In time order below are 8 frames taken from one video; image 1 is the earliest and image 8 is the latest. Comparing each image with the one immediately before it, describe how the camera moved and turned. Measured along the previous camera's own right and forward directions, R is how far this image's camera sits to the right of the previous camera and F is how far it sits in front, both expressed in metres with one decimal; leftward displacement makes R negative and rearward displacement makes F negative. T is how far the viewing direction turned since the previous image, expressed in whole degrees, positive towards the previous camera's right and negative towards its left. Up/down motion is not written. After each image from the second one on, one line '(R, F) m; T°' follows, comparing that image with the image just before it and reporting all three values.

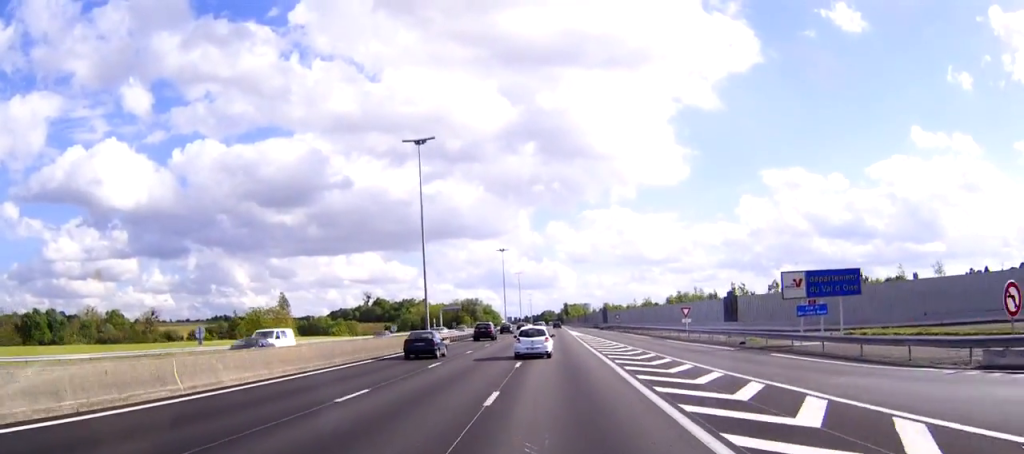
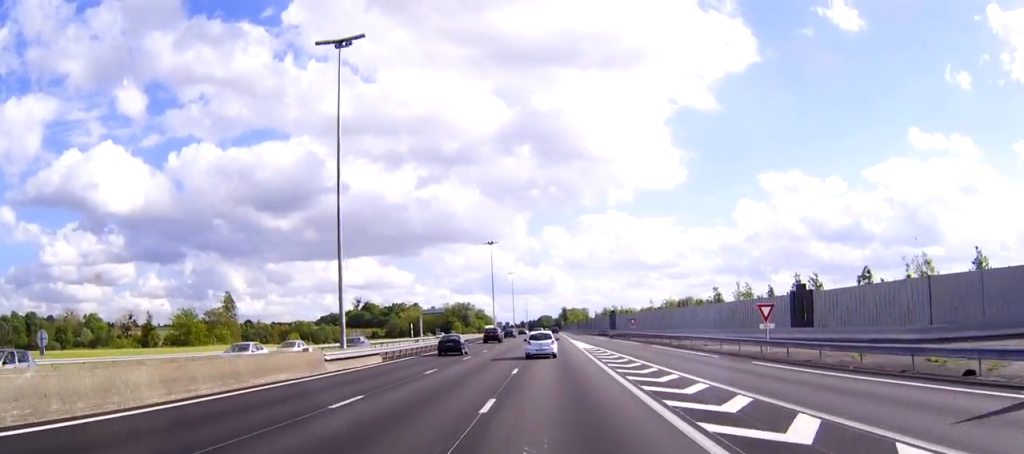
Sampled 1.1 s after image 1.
(0.0, +25.7) m; 0°
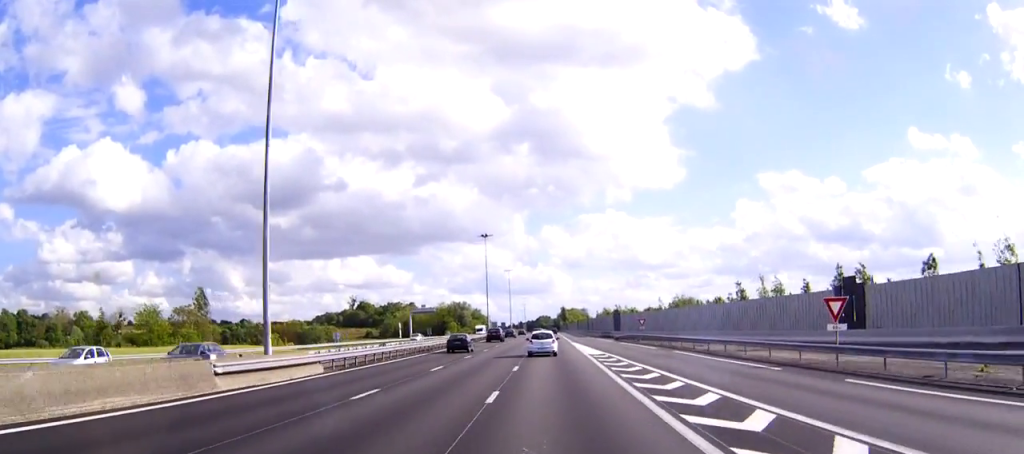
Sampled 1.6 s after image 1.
(0.0, +10.6) m; 0°
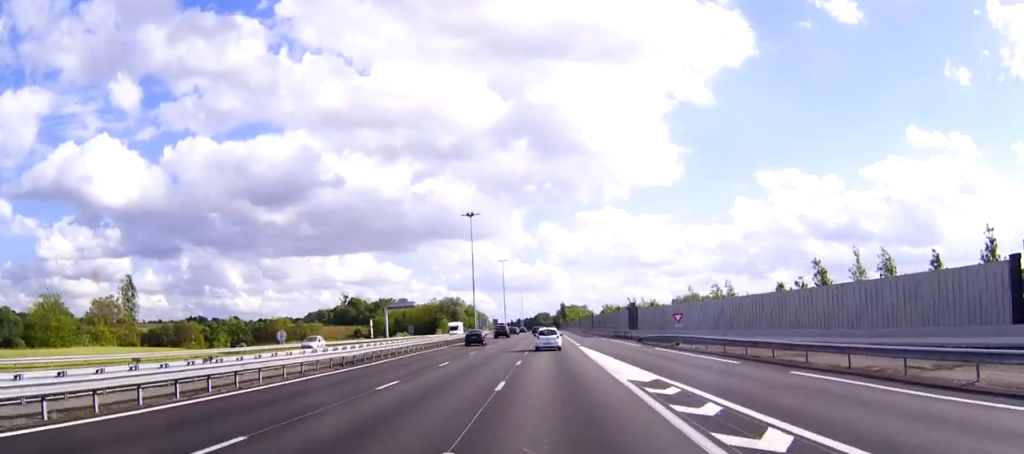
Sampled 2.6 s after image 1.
(0.0, +22.6) m; 0°
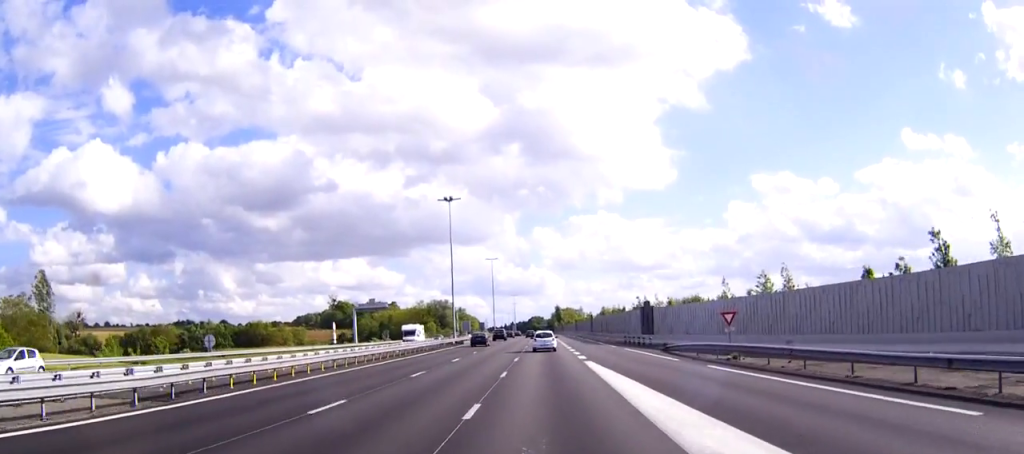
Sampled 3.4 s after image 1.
(+0.1, +18.0) m; 0°
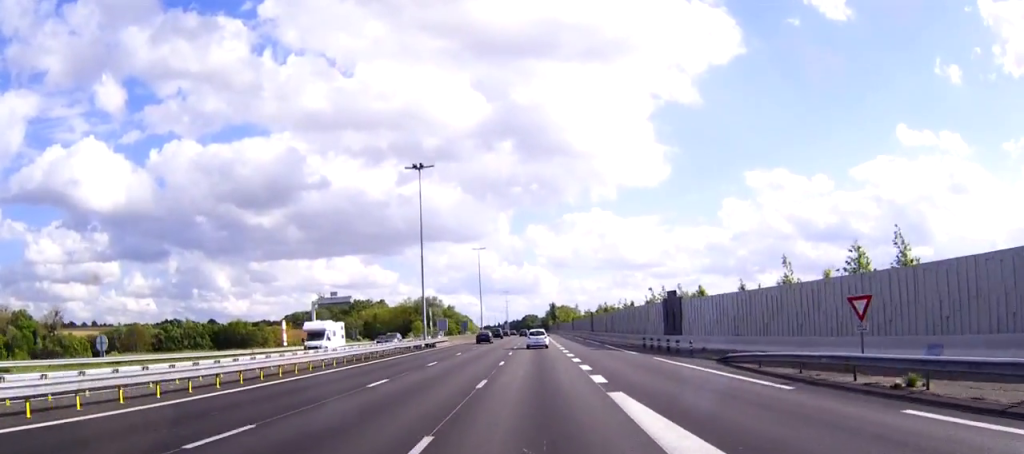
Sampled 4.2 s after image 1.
(+0.1, +18.0) m; 0°
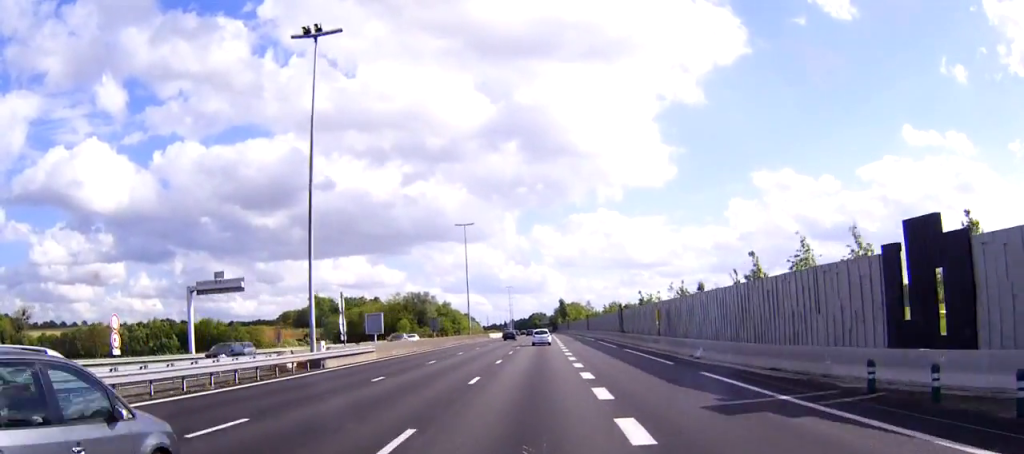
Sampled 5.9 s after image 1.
(0.0, +37.6) m; 0°
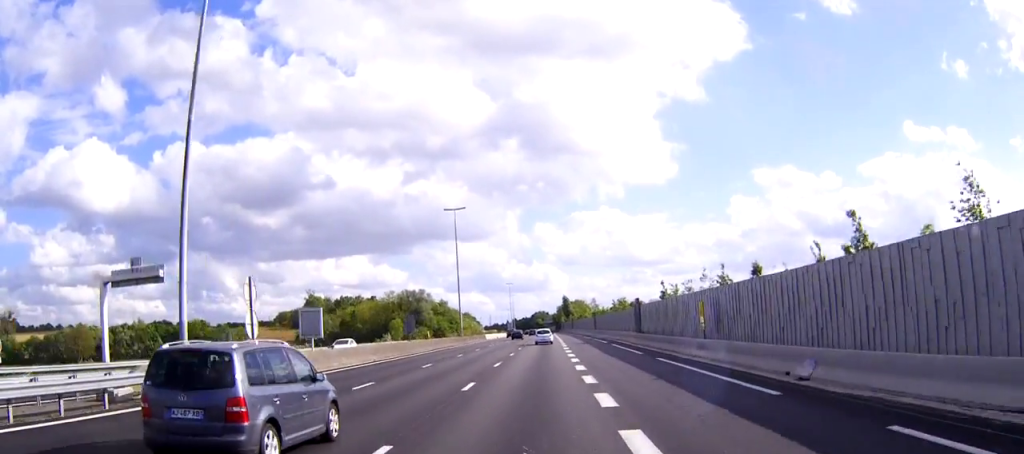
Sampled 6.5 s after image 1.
(0.0, +14.4) m; 0°
